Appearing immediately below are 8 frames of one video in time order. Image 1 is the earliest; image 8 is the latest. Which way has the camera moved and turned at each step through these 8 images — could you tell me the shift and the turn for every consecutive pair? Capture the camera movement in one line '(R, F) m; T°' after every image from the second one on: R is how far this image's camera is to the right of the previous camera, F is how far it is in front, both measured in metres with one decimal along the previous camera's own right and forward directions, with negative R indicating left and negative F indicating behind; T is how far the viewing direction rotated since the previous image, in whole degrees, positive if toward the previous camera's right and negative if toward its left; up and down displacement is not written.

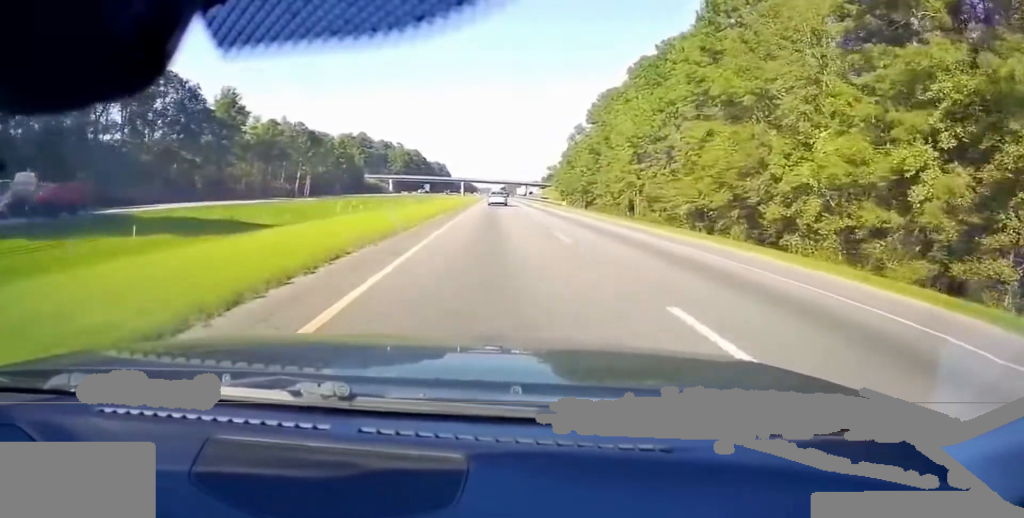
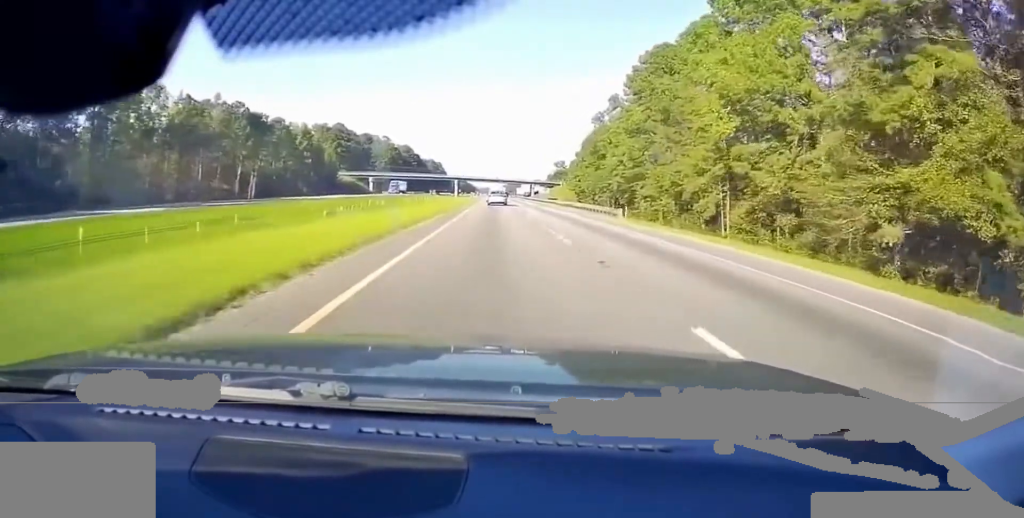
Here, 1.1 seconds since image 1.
(+0.1, +37.4) m; 0°
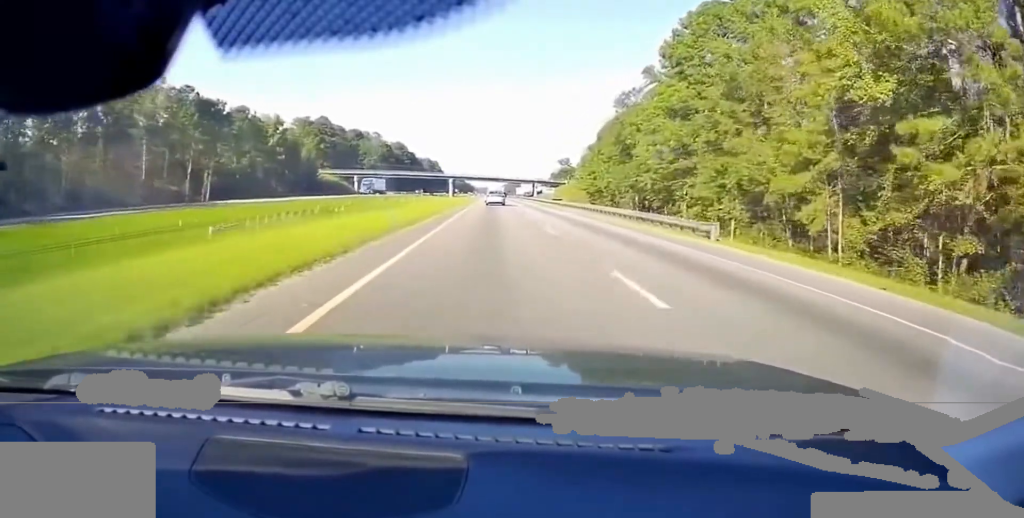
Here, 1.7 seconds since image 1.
(0.0, +20.6) m; 0°
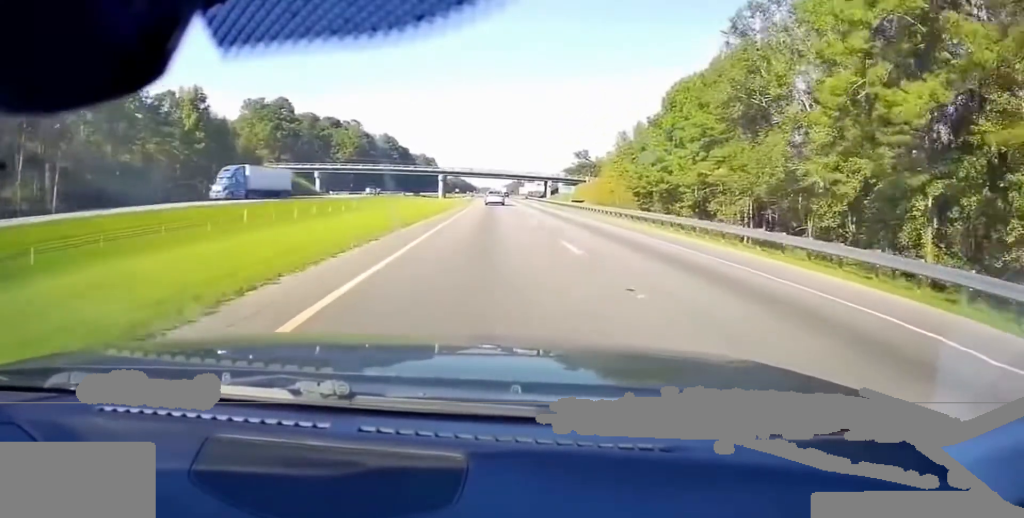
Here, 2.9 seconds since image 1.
(-0.5, +42.8) m; -1°
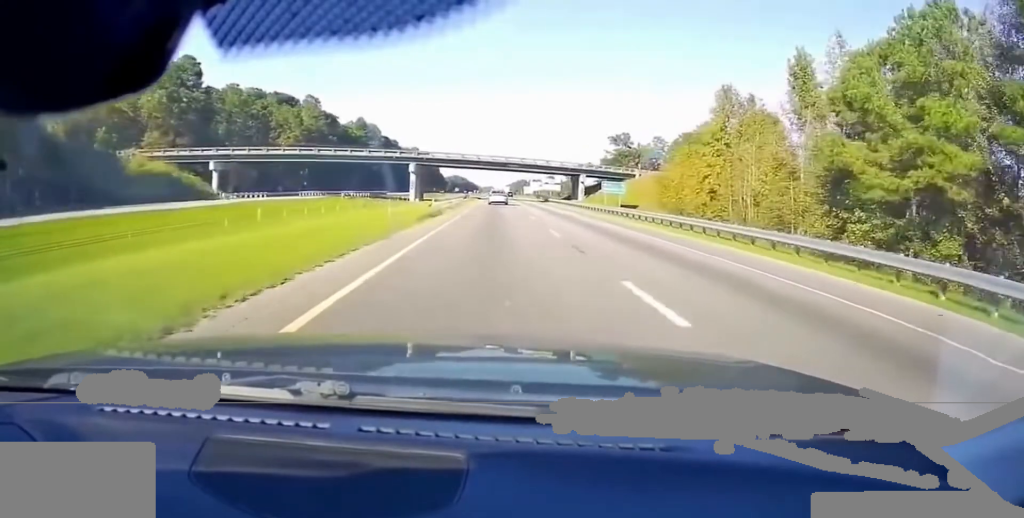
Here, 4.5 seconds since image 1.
(+0.1, +56.2) m; +1°
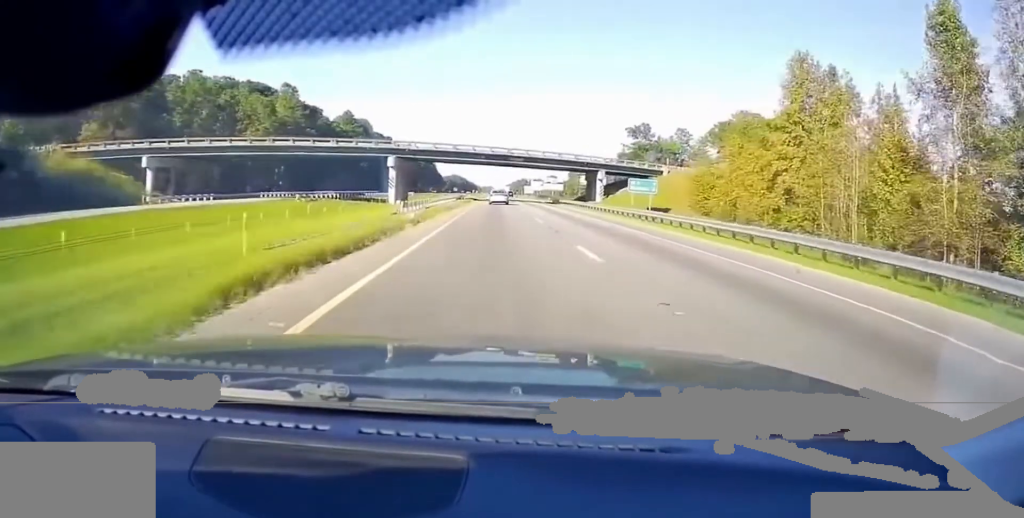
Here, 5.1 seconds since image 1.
(+0.1, +18.9) m; 0°
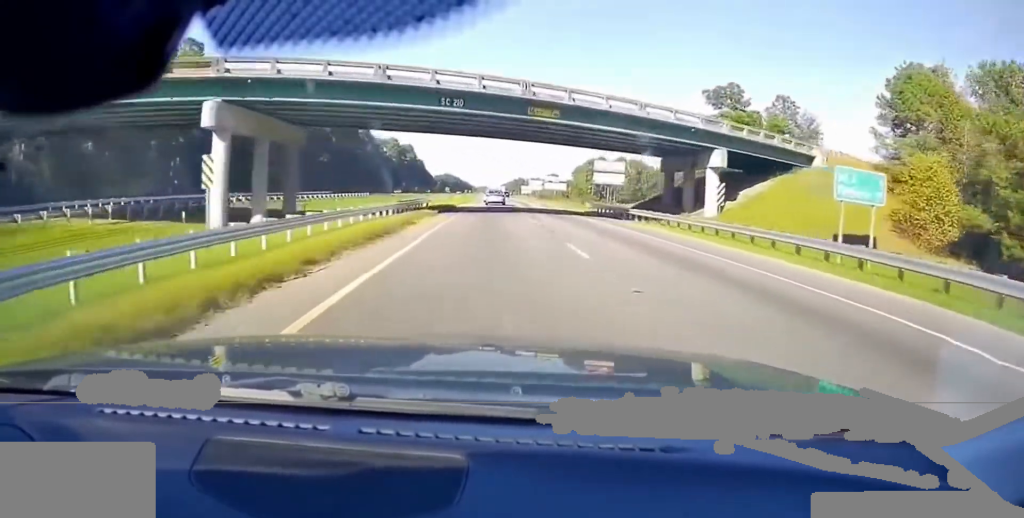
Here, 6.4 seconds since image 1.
(-0.4, +48.4) m; 0°
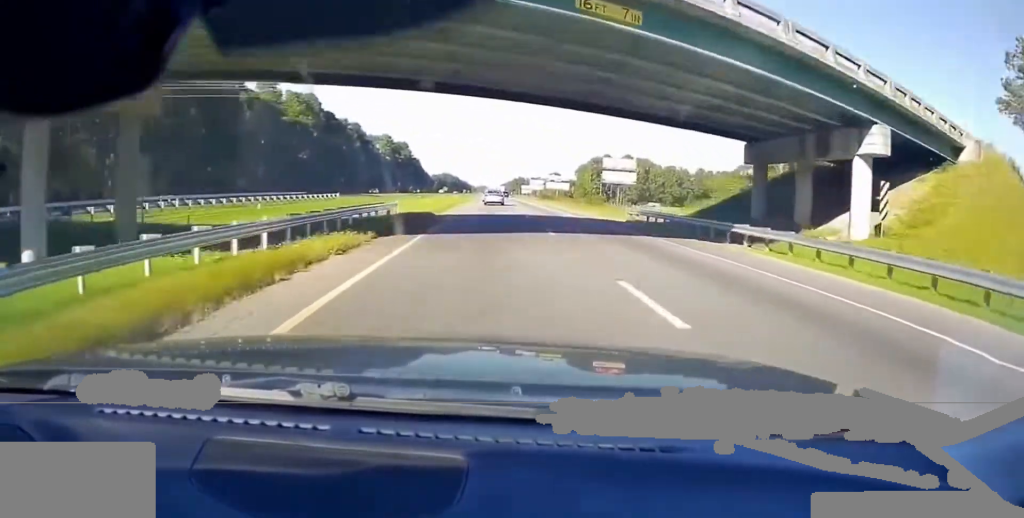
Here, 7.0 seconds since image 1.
(+0.3, +18.8) m; 0°
